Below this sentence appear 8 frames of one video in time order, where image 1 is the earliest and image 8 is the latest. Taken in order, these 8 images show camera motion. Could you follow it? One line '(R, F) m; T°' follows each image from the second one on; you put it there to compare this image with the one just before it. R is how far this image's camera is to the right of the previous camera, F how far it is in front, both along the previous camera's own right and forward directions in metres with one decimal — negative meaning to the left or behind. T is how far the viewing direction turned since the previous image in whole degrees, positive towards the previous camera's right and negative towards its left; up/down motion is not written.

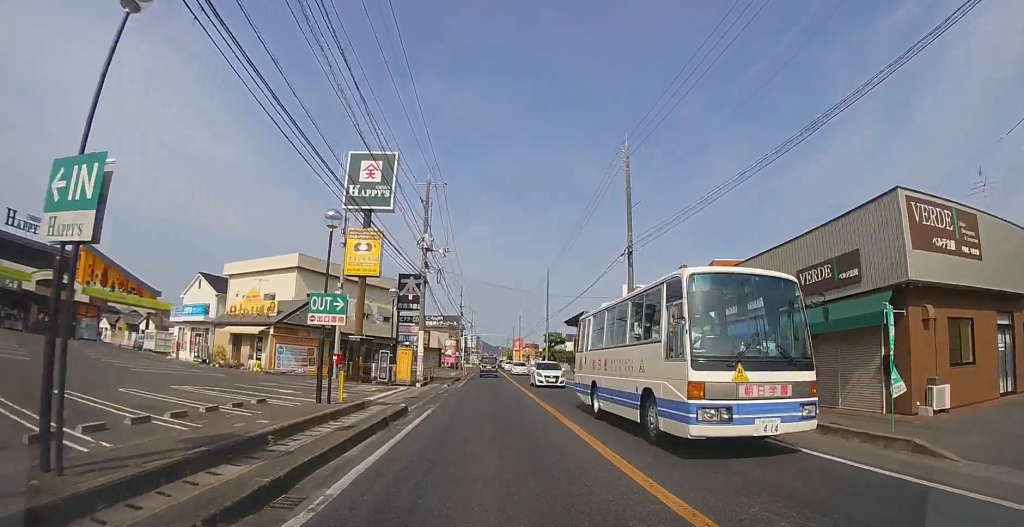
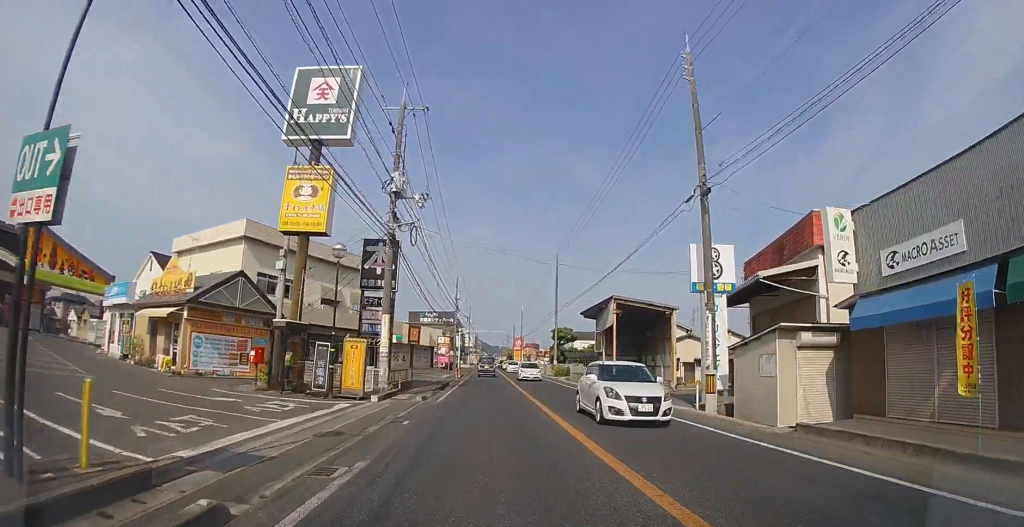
(0.0, +9.2) m; 0°
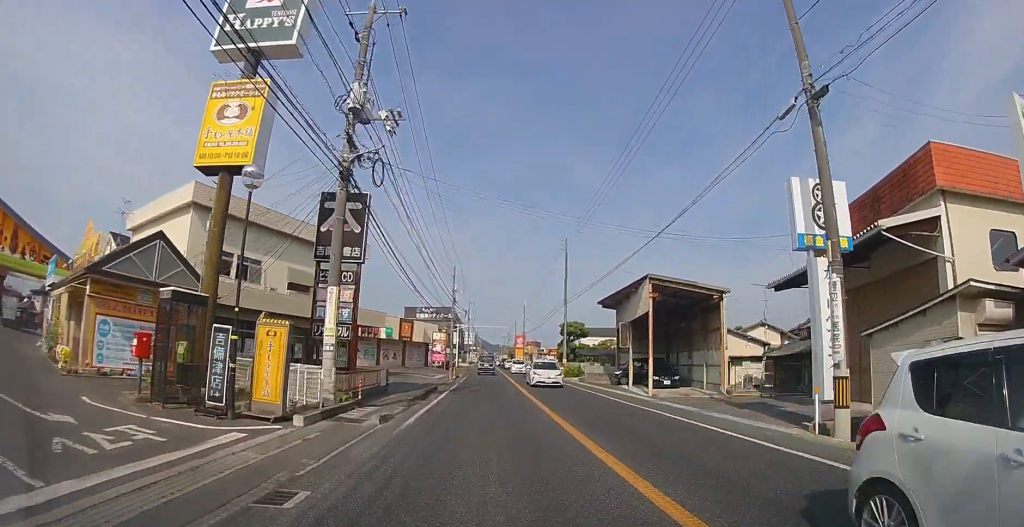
(0.0, +6.1) m; 0°
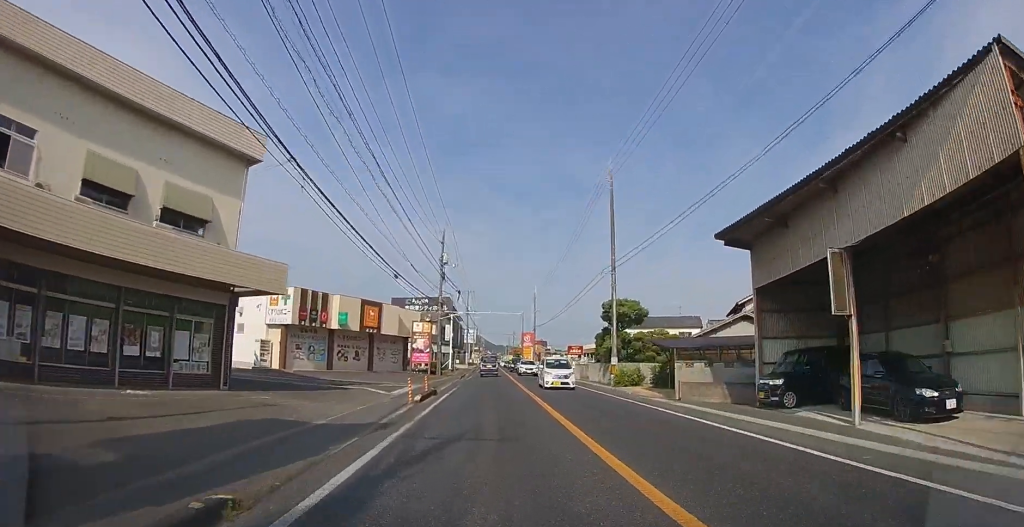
(+0.1, +17.0) m; 0°
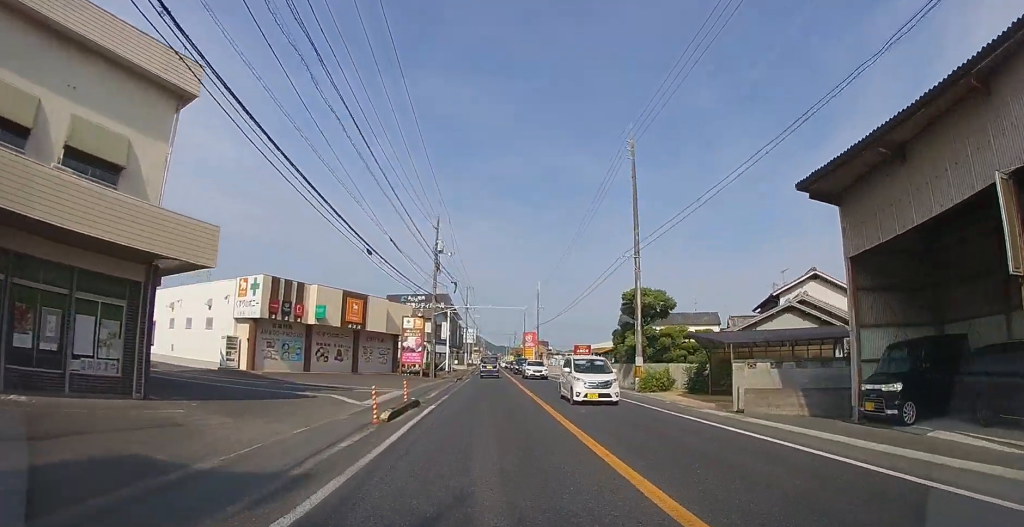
(0.0, +4.6) m; 0°
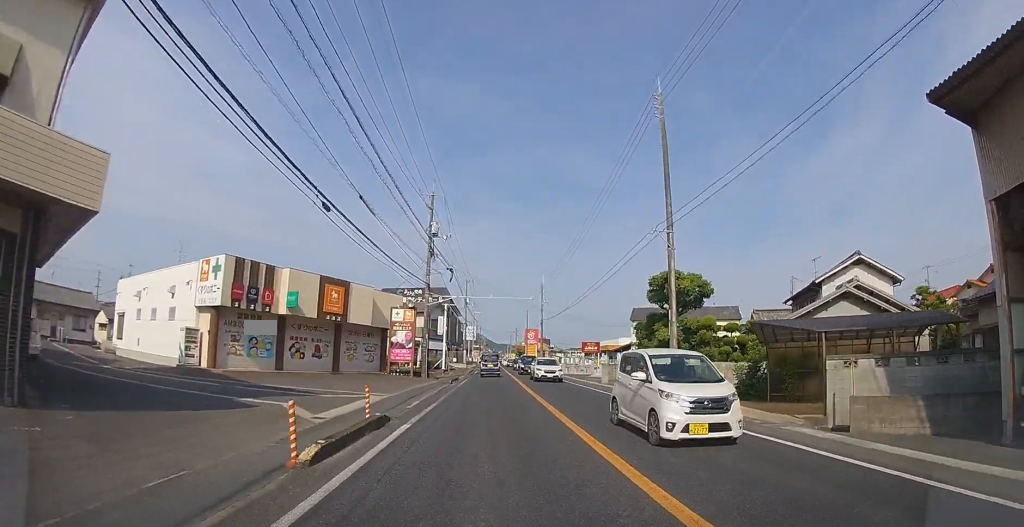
(0.0, +4.5) m; 0°
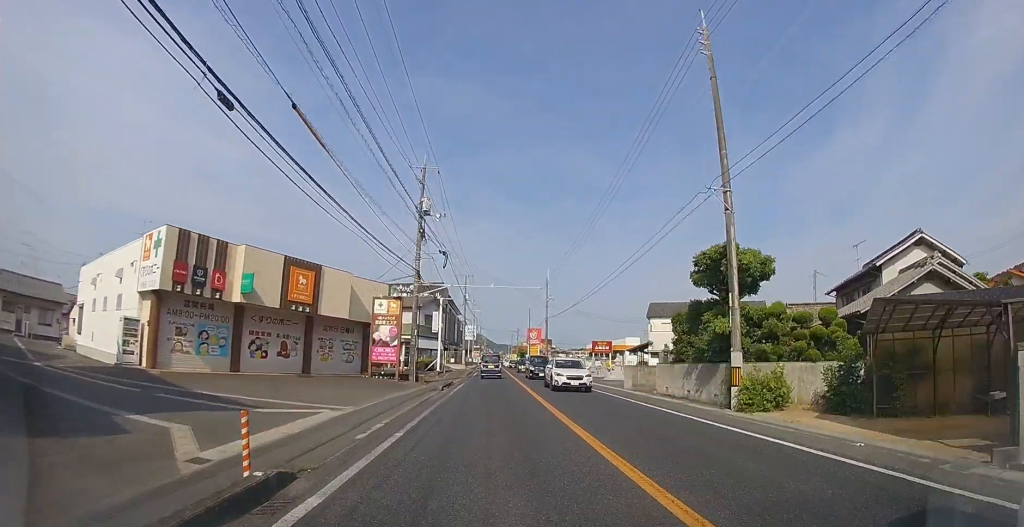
(0.0, +5.4) m; 0°
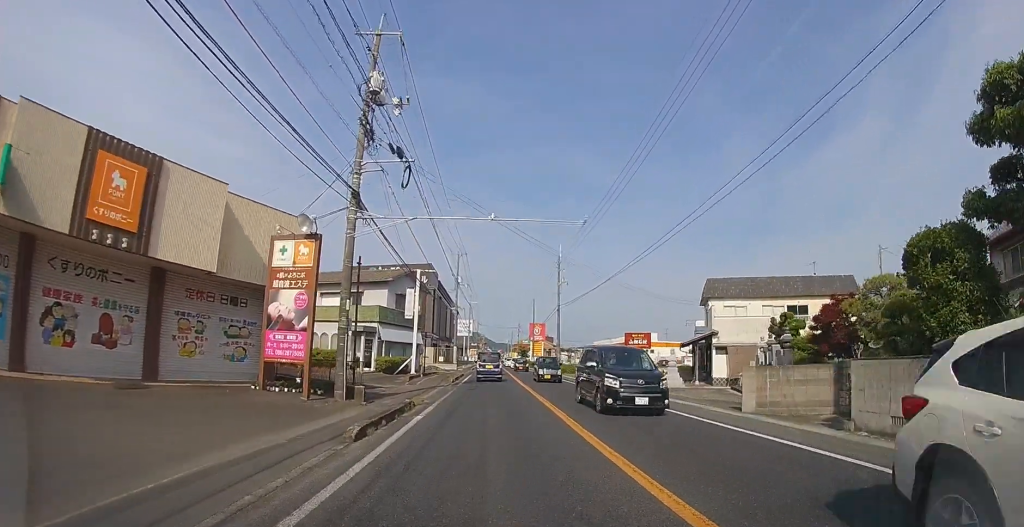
(-0.1, +13.3) m; -1°
